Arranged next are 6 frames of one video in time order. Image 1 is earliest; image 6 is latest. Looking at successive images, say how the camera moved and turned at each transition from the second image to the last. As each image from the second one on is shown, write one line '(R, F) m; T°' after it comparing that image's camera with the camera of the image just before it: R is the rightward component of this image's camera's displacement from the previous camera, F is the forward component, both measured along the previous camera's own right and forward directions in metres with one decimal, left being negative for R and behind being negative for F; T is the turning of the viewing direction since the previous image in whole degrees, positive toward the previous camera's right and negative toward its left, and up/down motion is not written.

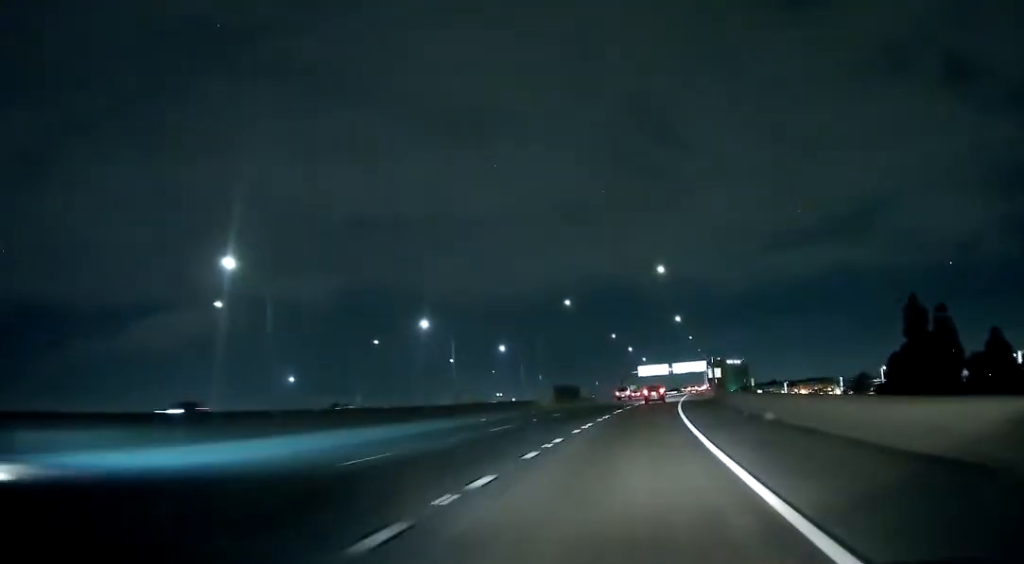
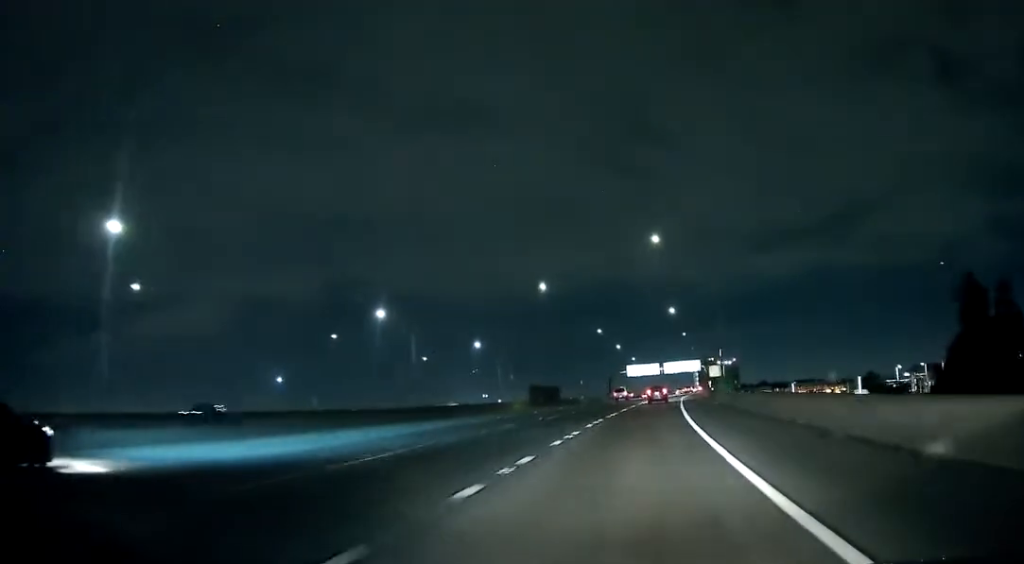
(0.0, +14.6) m; +1°
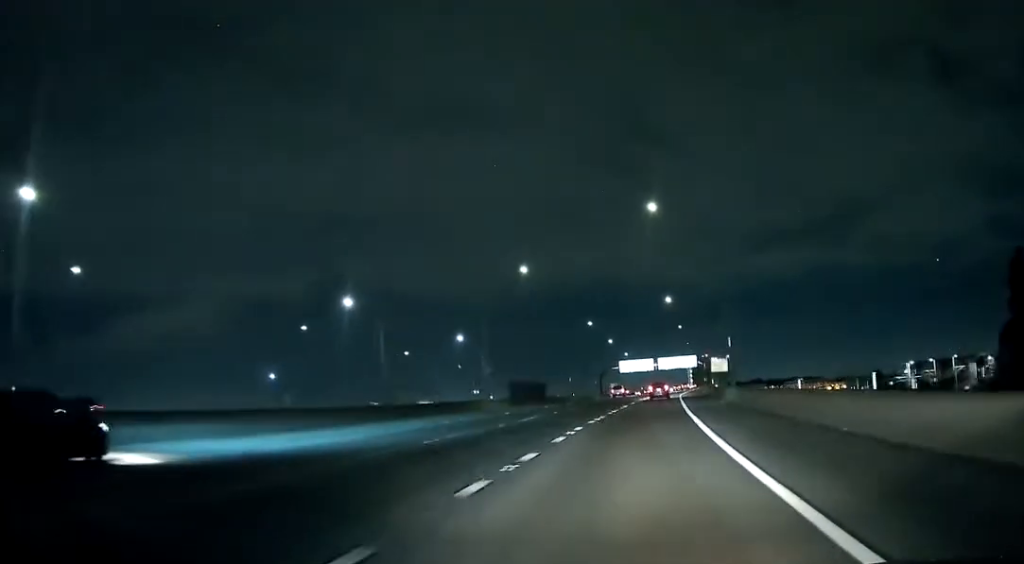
(-0.1, +9.8) m; +1°
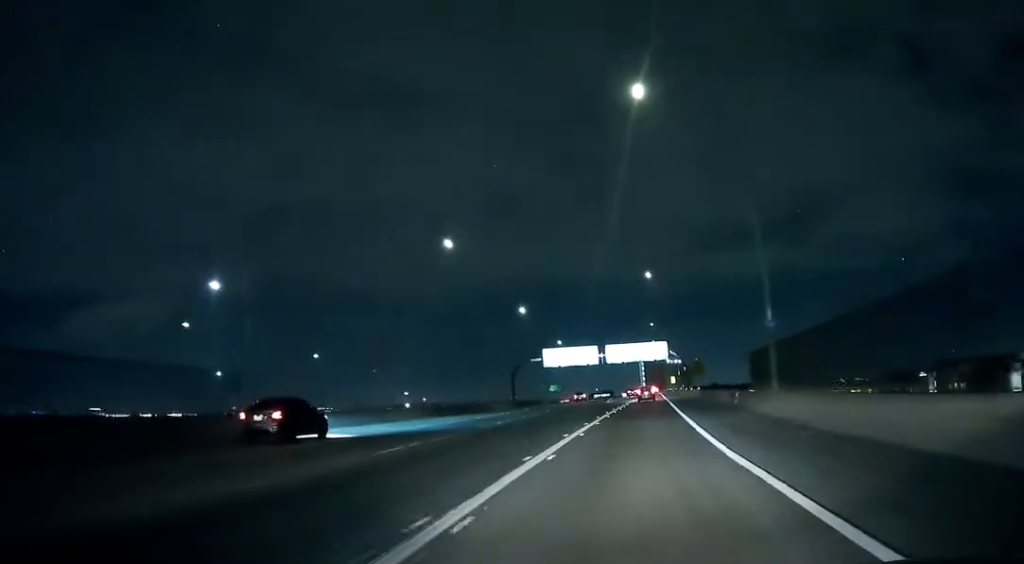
(+2.6, +73.0) m; +4°
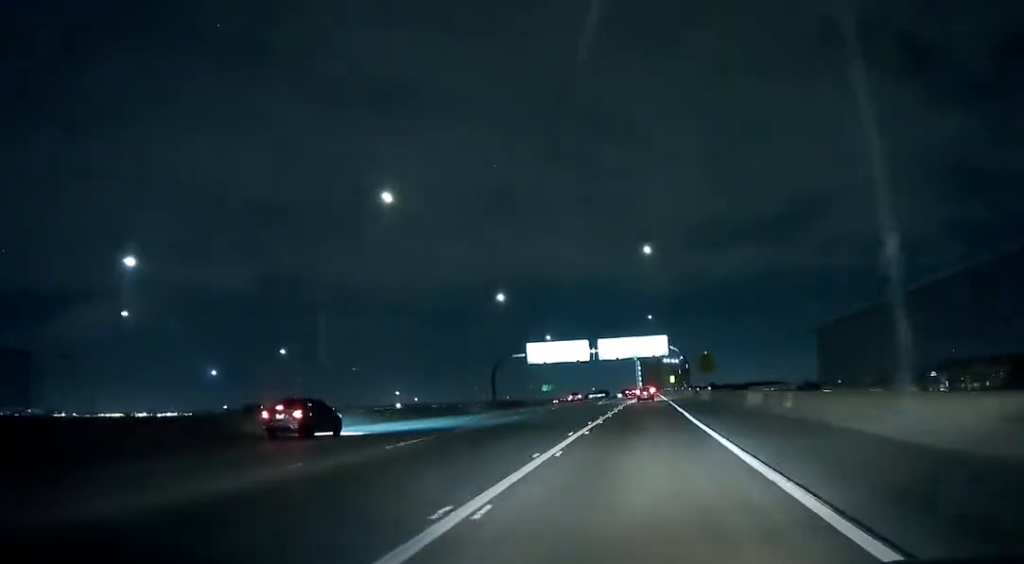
(+0.1, +14.3) m; 0°
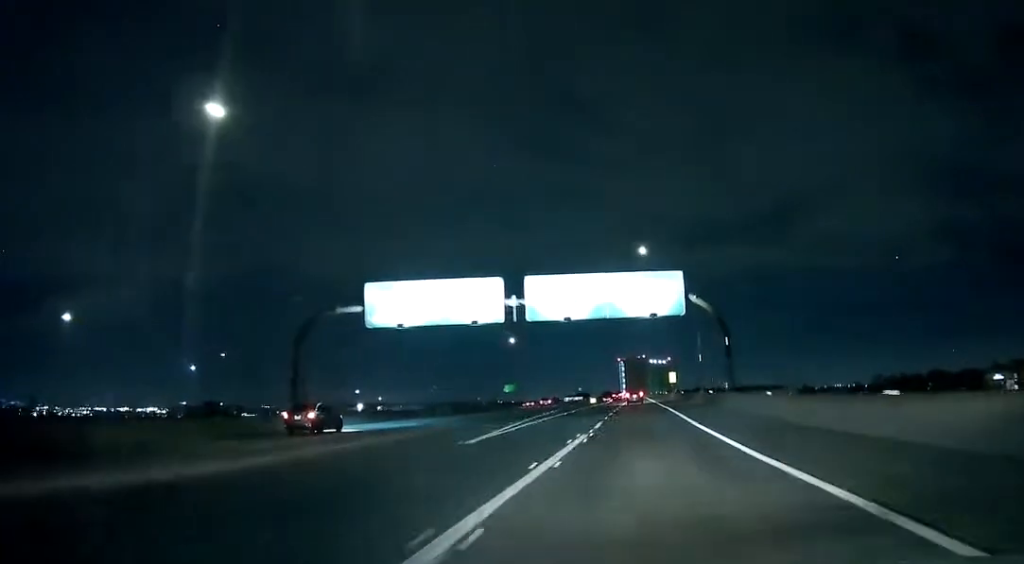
(+0.2, +59.6) m; +1°
